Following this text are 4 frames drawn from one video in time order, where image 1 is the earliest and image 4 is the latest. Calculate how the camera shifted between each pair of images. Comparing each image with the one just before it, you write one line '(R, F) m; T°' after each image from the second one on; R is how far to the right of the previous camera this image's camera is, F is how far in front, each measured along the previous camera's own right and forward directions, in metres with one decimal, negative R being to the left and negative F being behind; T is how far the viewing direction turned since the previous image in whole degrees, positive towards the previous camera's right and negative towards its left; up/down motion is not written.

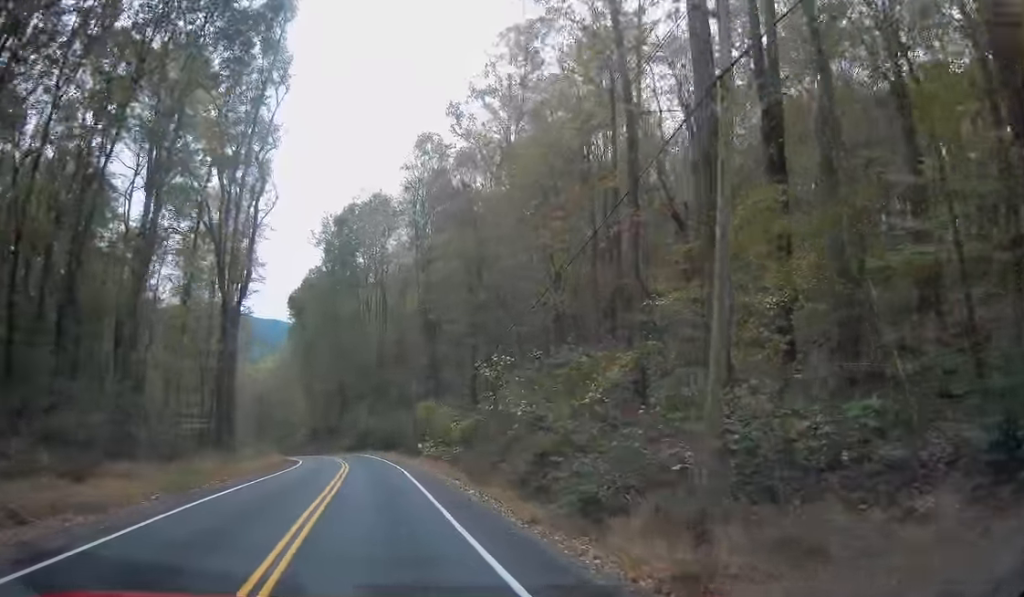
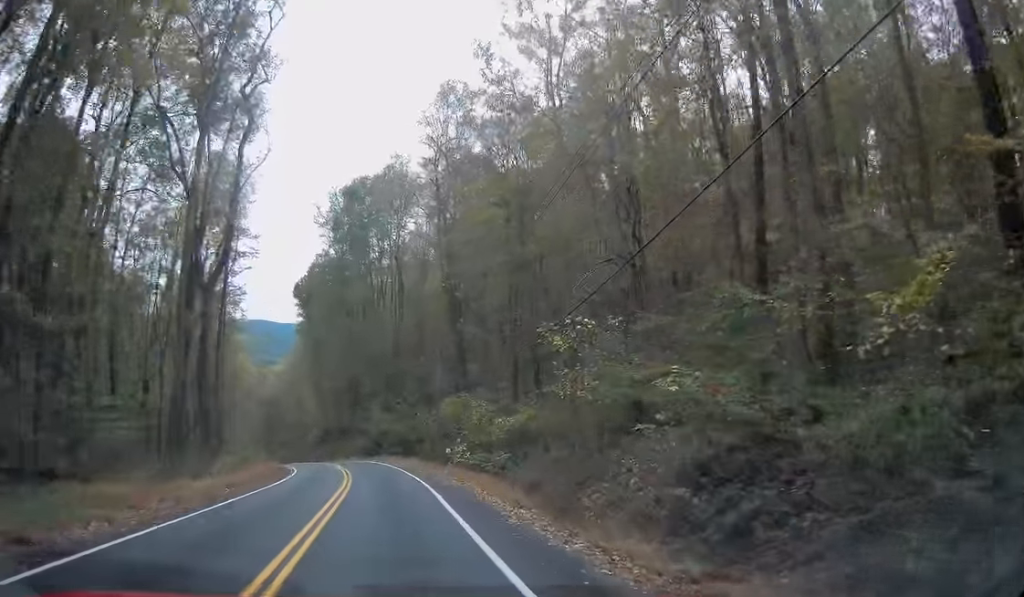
(-0.4, +11.6) m; -2°
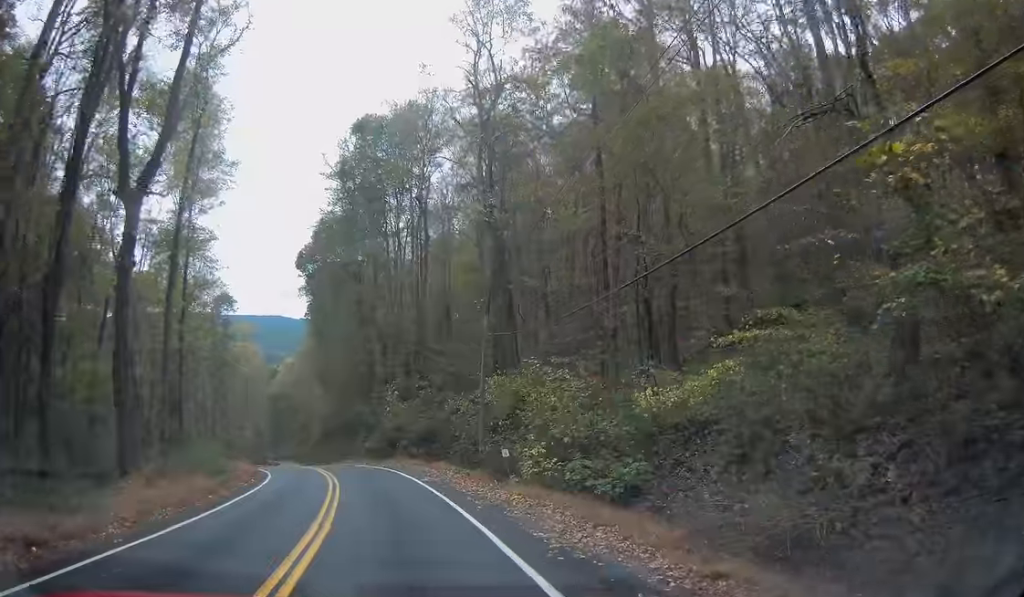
(-0.1, +16.3) m; -2°
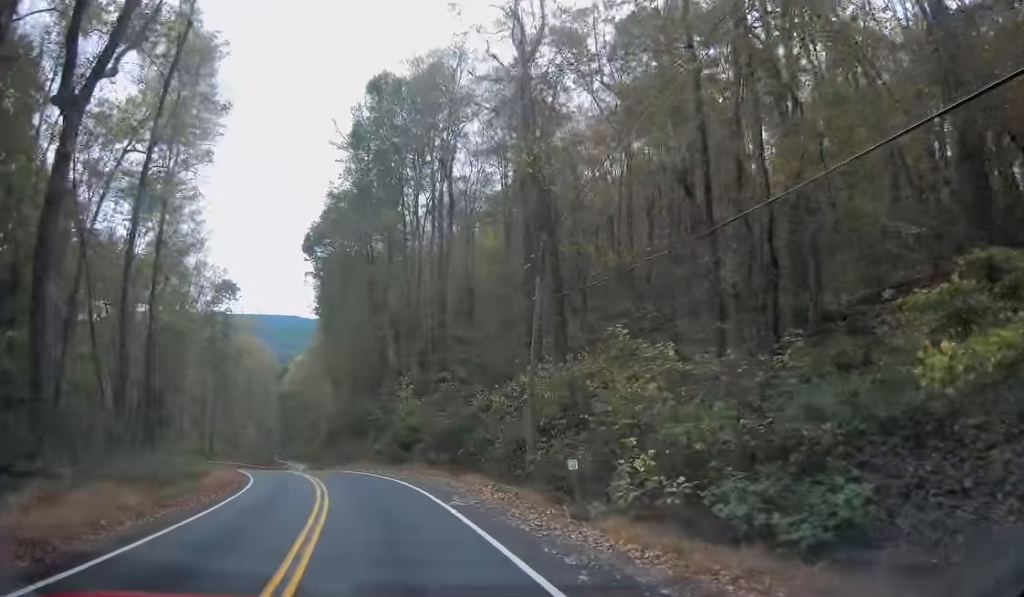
(-0.2, +8.4) m; -1°
